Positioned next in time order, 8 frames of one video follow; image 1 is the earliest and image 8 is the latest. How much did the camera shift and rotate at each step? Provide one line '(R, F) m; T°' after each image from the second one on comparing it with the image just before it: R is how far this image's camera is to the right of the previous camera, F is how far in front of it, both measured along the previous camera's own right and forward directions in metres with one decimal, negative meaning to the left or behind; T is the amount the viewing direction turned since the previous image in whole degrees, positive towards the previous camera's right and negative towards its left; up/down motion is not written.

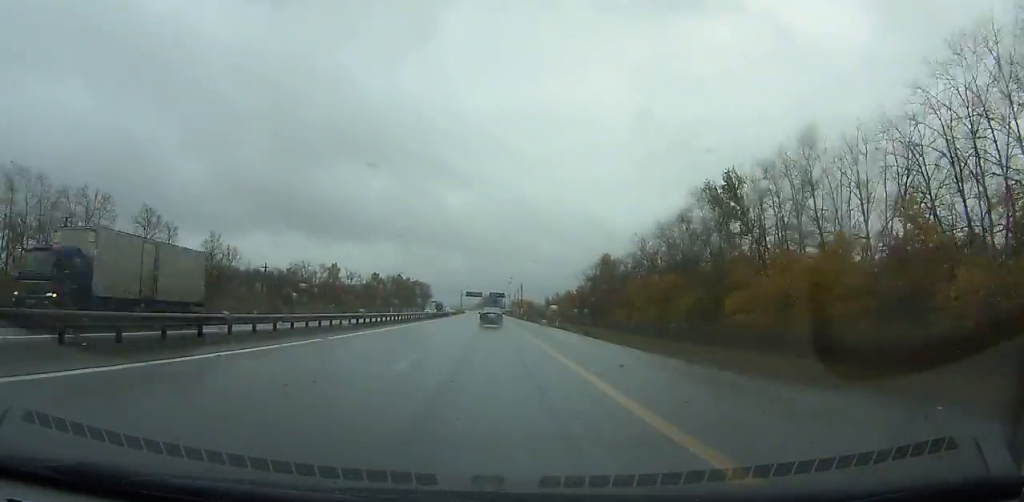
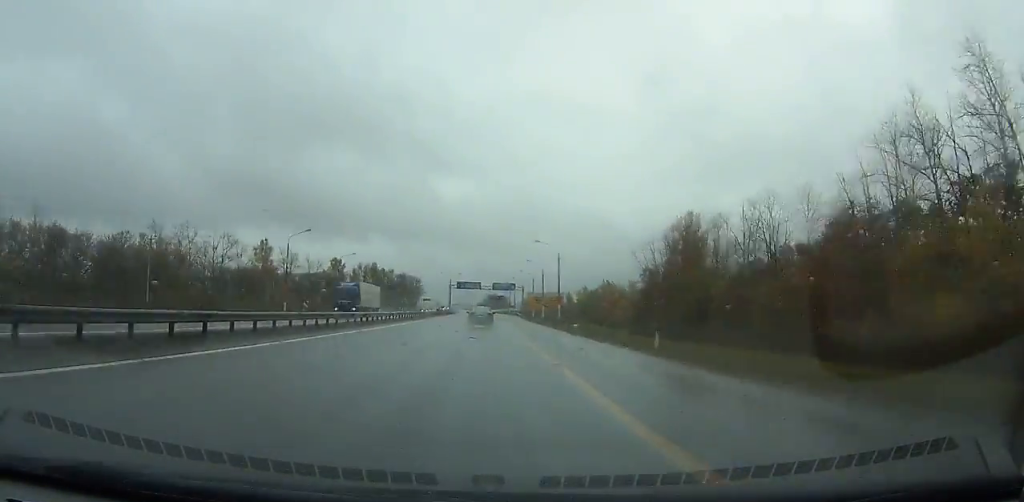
(-0.6, +81.5) m; -1°
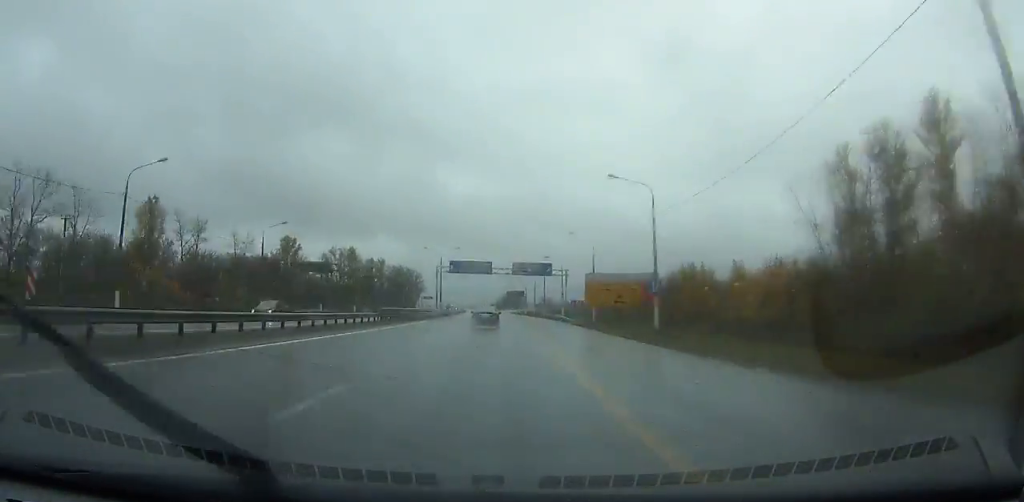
(-0.5, +67.0) m; -1°
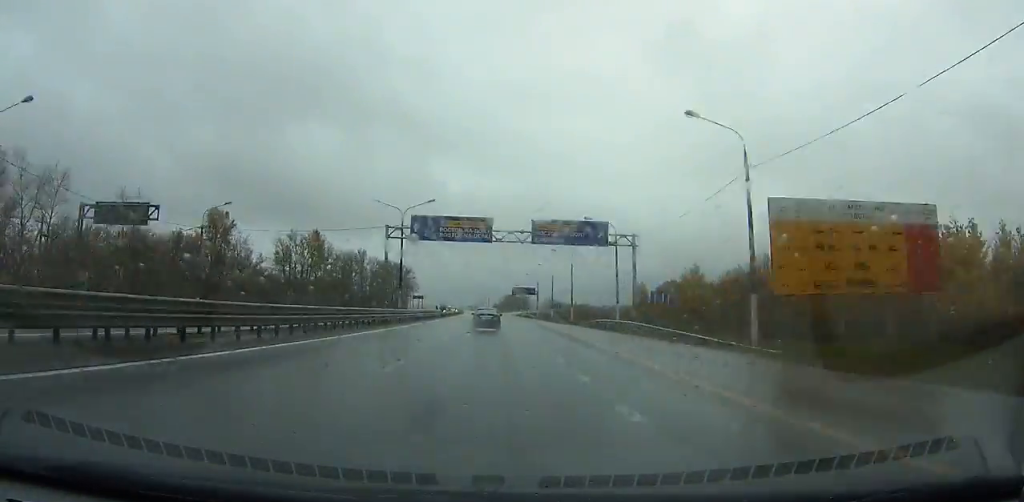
(-0.2, +43.4) m; -1°
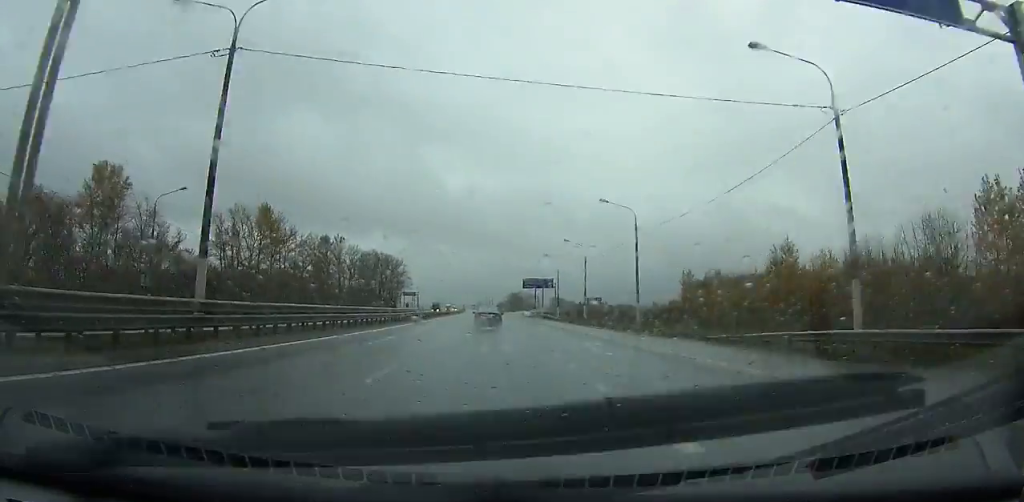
(+0.1, +37.5) m; 0°
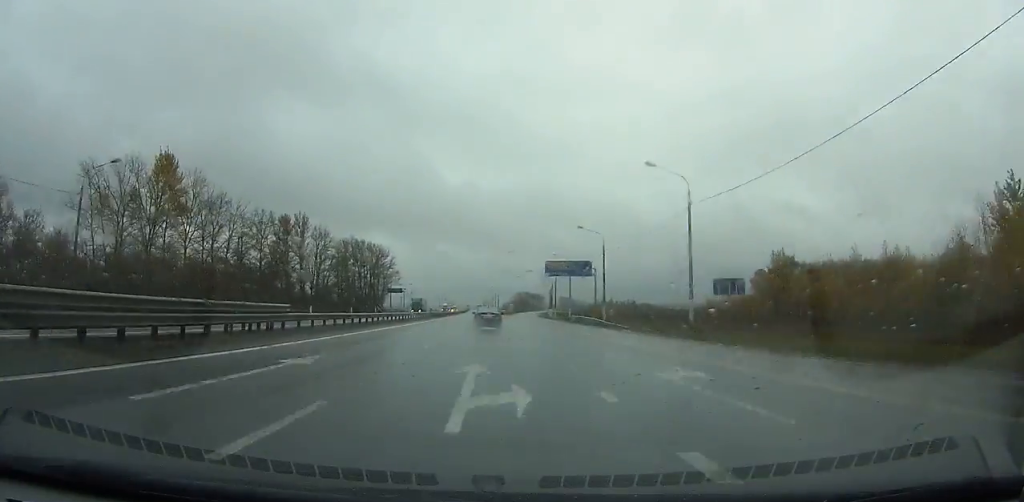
(-0.4, +42.7) m; -1°
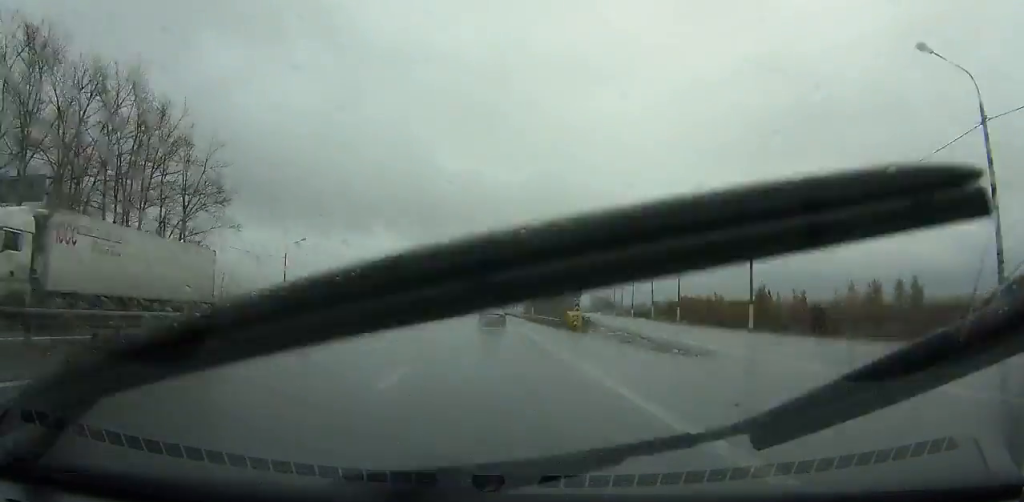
(-2.0, +139.8) m; -1°
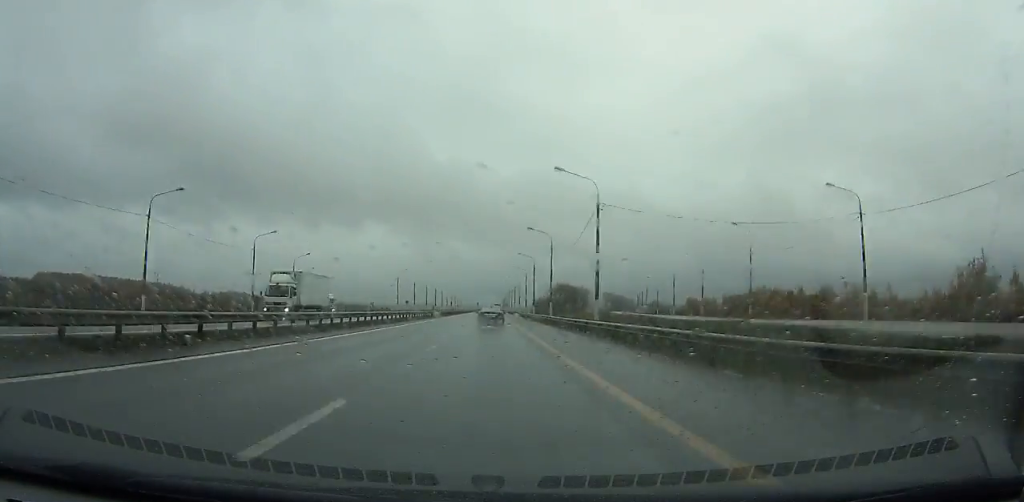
(-0.4, +65.2) m; 0°
